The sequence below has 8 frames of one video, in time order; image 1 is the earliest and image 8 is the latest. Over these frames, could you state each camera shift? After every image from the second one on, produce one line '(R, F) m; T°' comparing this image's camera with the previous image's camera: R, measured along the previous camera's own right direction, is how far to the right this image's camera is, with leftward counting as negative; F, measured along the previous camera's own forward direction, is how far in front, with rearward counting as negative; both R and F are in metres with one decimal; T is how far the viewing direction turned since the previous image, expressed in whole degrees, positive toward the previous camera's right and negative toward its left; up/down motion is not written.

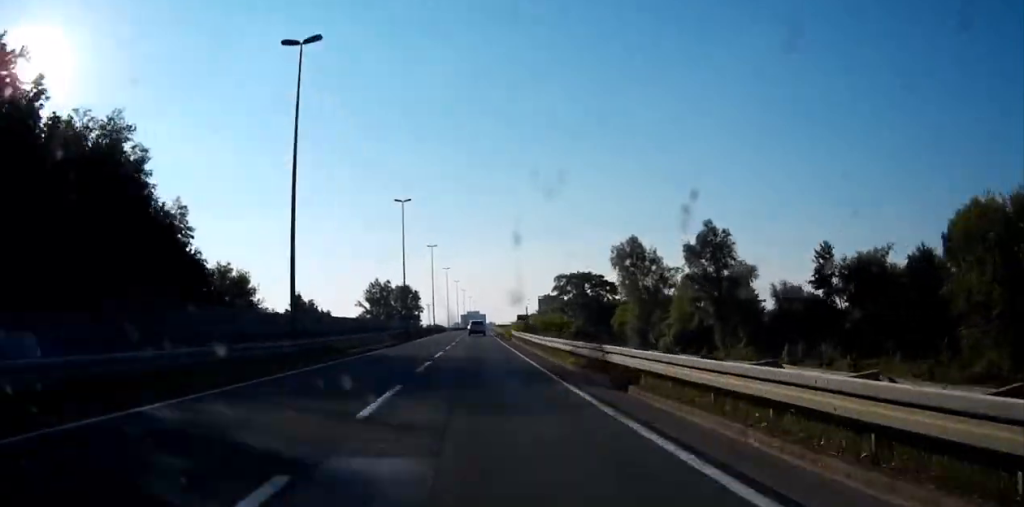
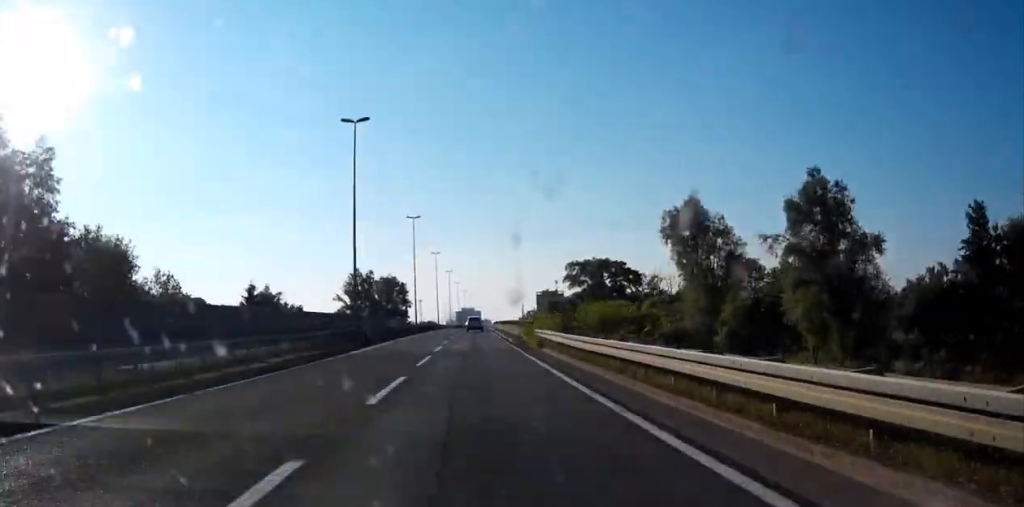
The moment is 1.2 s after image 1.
(+0.1, +29.1) m; 0°
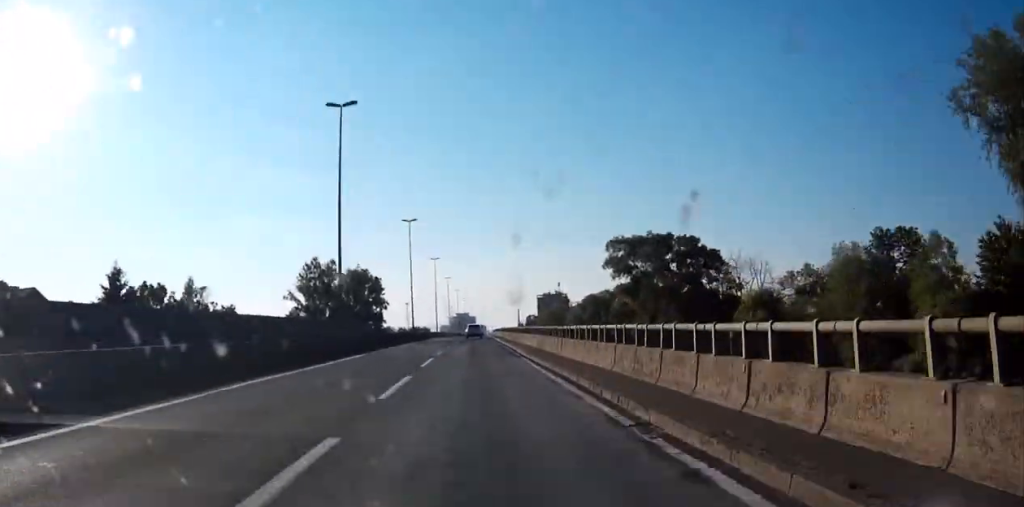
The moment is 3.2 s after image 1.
(+0.3, +48.7) m; 0°
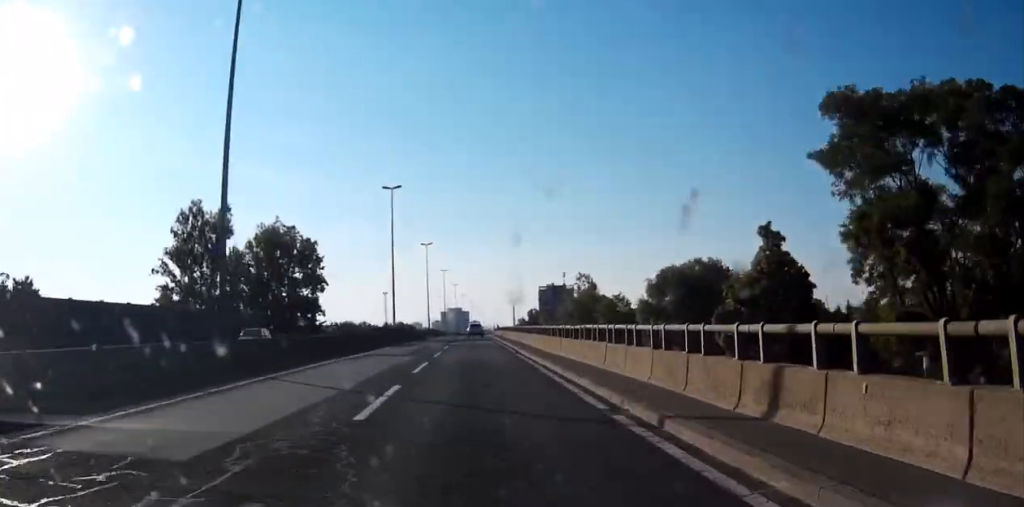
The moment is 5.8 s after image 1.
(+0.3, +63.5) m; +1°
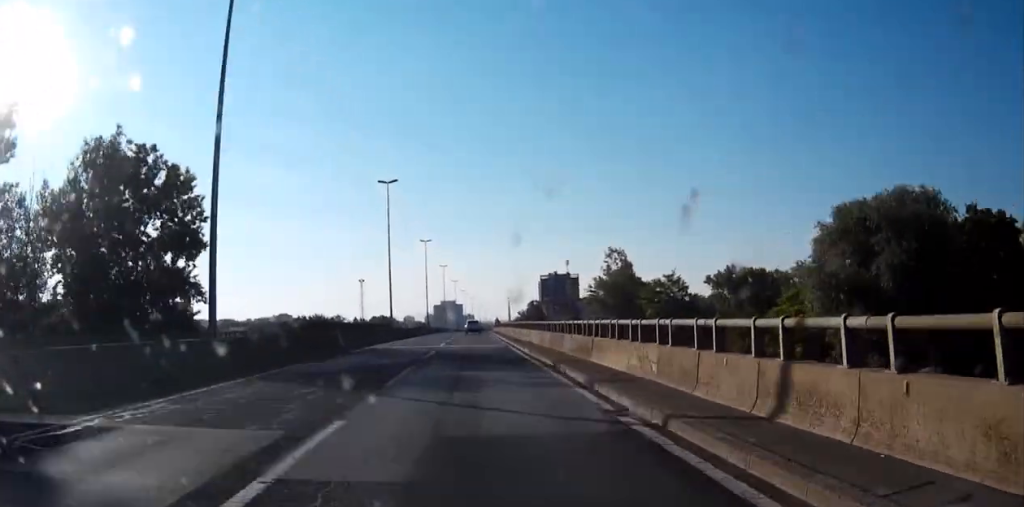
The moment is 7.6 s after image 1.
(+0.2, +43.9) m; 0°
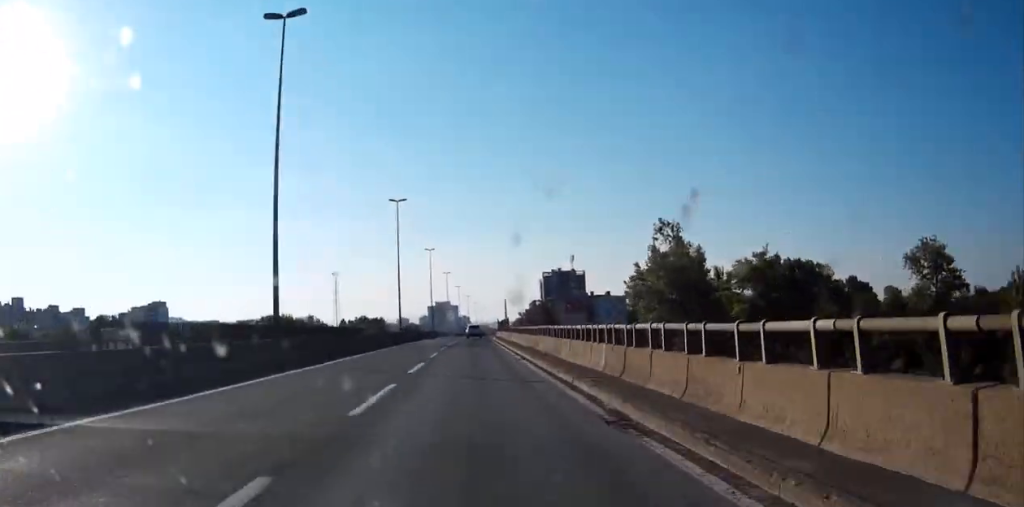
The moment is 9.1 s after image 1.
(+0.1, +36.7) m; 0°
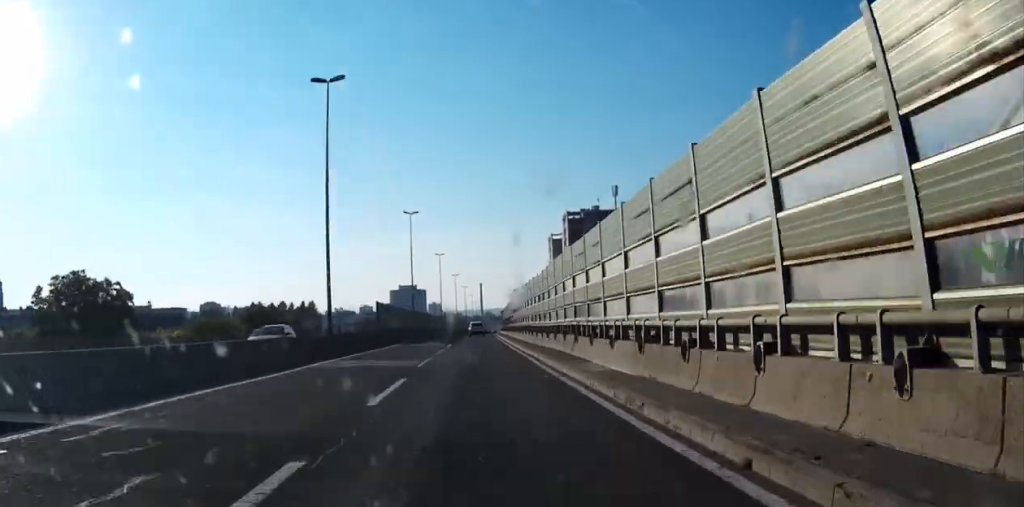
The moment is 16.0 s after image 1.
(+3.2, +166.8) m; +3°
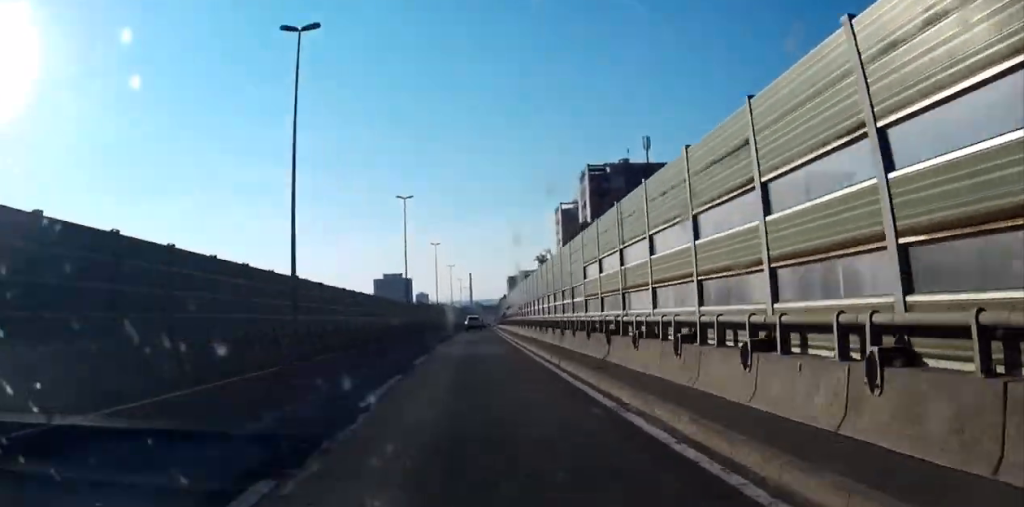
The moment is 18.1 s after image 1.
(+0.7, +50.0) m; +1°
